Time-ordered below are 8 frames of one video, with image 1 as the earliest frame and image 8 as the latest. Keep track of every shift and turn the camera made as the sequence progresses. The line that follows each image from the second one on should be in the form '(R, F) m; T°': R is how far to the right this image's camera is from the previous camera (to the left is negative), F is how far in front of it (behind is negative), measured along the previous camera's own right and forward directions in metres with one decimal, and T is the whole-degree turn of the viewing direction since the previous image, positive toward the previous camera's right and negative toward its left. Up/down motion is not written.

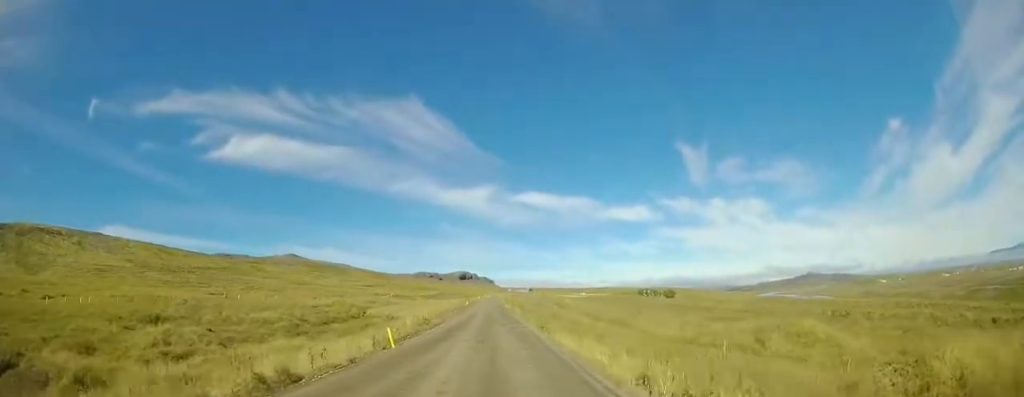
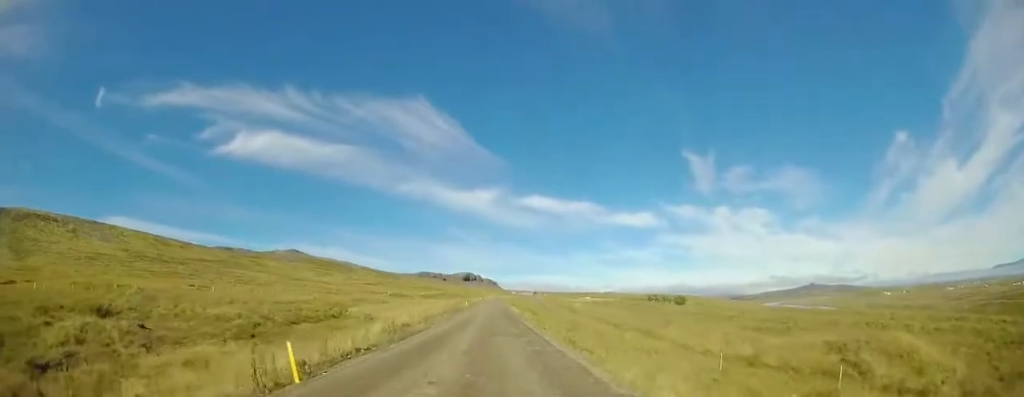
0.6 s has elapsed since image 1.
(+0.2, +8.6) m; 0°
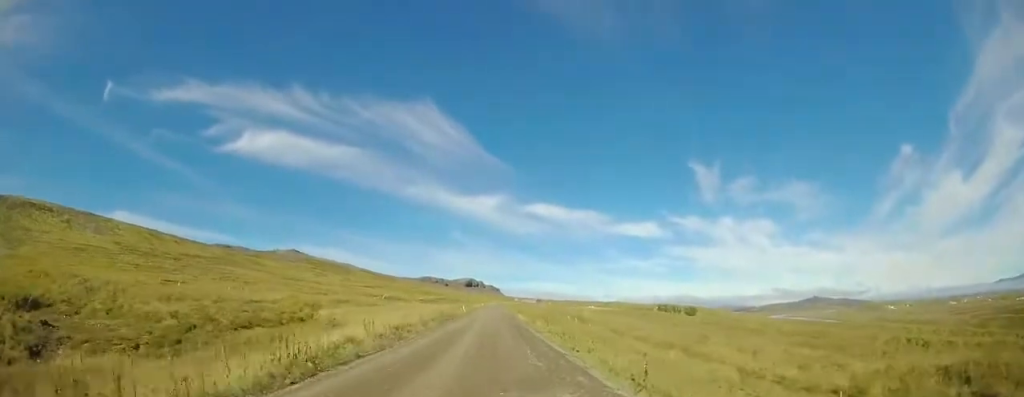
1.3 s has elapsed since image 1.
(+0.2, +9.1) m; 0°
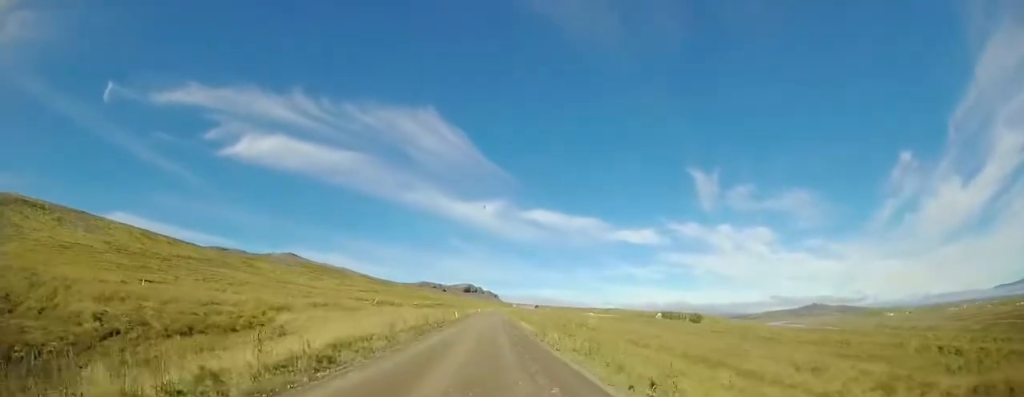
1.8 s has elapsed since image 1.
(-0.2, +7.3) m; 0°
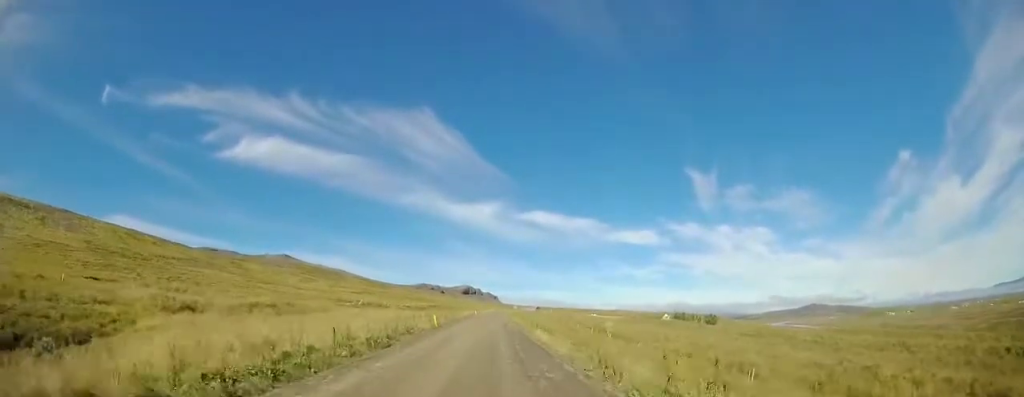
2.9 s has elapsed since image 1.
(0.0, +14.3) m; +1°
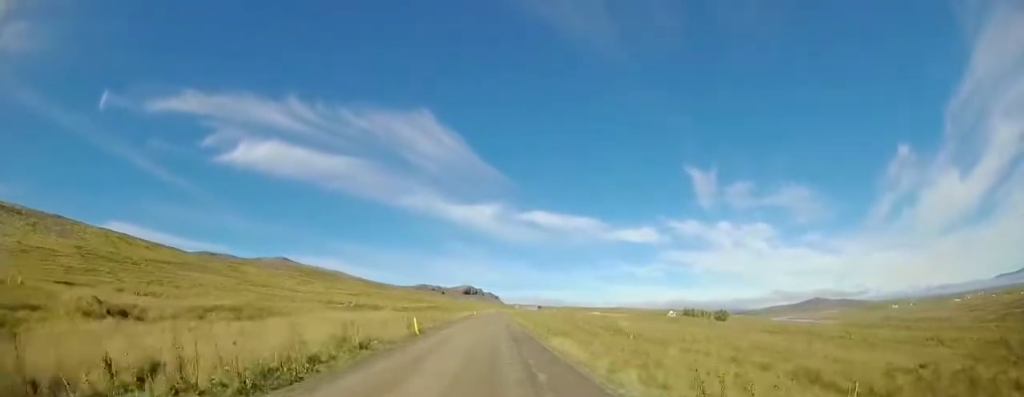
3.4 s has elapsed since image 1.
(+0.1, +7.3) m; +1°
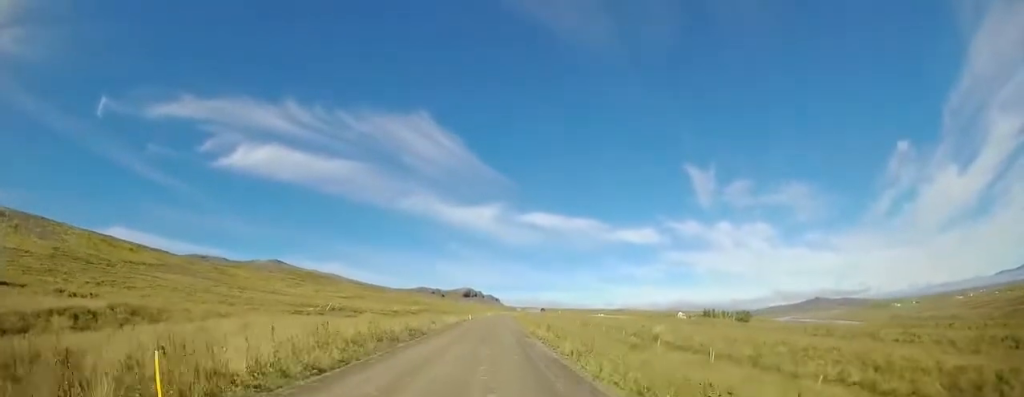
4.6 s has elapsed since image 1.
(+0.1, +16.0) m; 0°
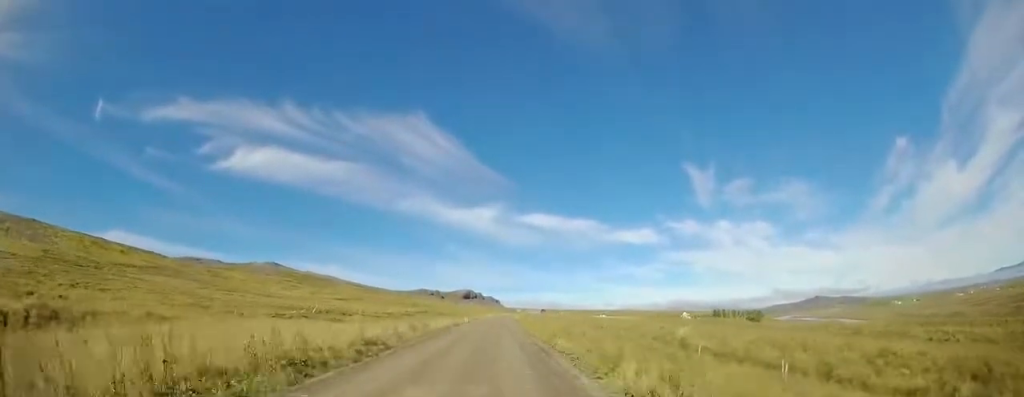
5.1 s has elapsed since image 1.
(-0.1, +7.2) m; 0°
